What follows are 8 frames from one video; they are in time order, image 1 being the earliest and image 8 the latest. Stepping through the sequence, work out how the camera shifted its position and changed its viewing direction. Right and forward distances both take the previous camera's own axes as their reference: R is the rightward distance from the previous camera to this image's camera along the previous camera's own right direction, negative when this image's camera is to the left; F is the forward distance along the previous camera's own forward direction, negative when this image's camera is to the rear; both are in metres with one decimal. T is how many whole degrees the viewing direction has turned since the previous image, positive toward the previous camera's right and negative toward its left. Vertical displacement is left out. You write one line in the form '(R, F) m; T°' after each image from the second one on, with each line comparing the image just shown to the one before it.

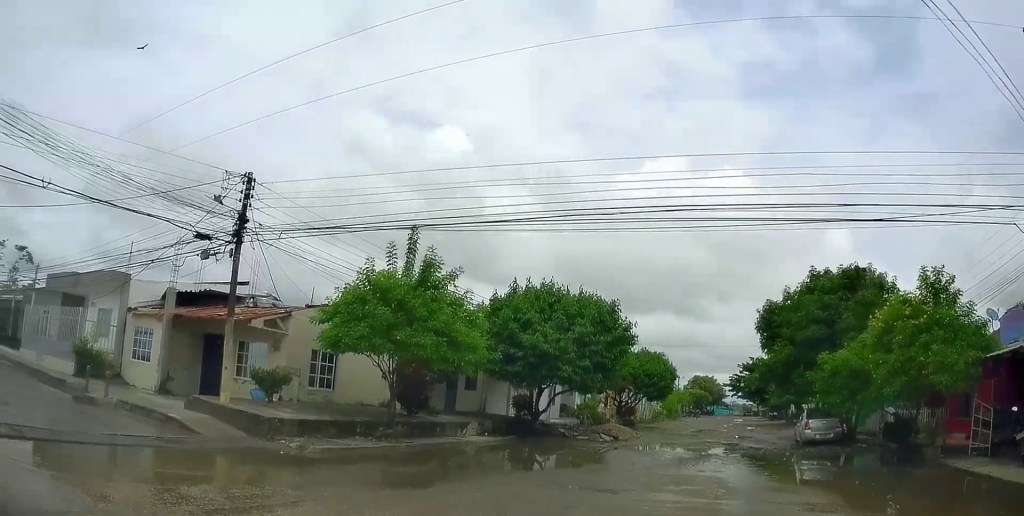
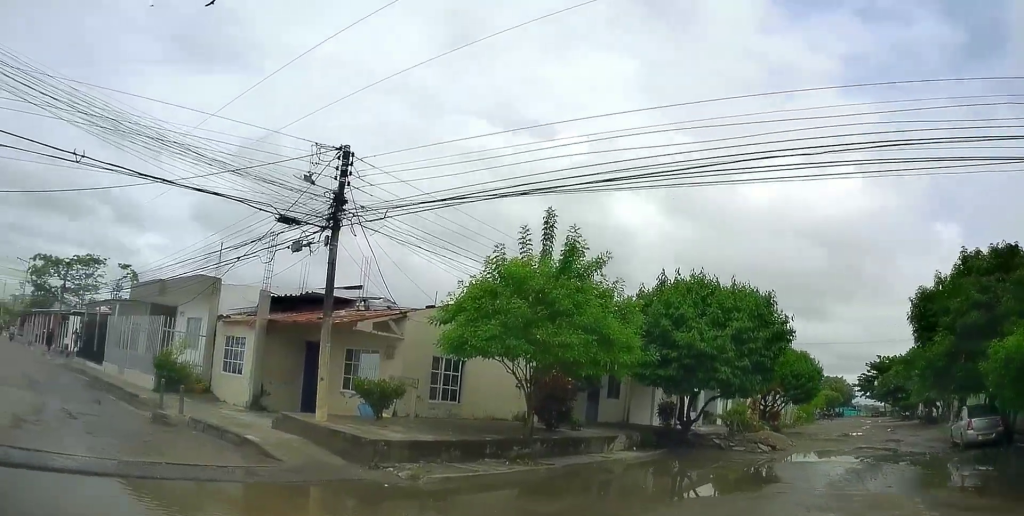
(-0.2, +3.0) m; -15°
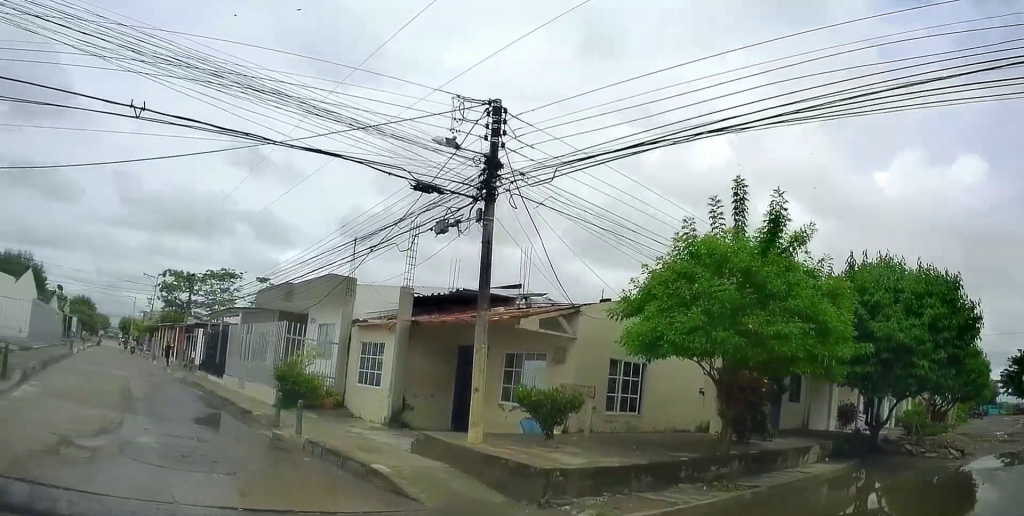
(-0.6, +2.6) m; -17°
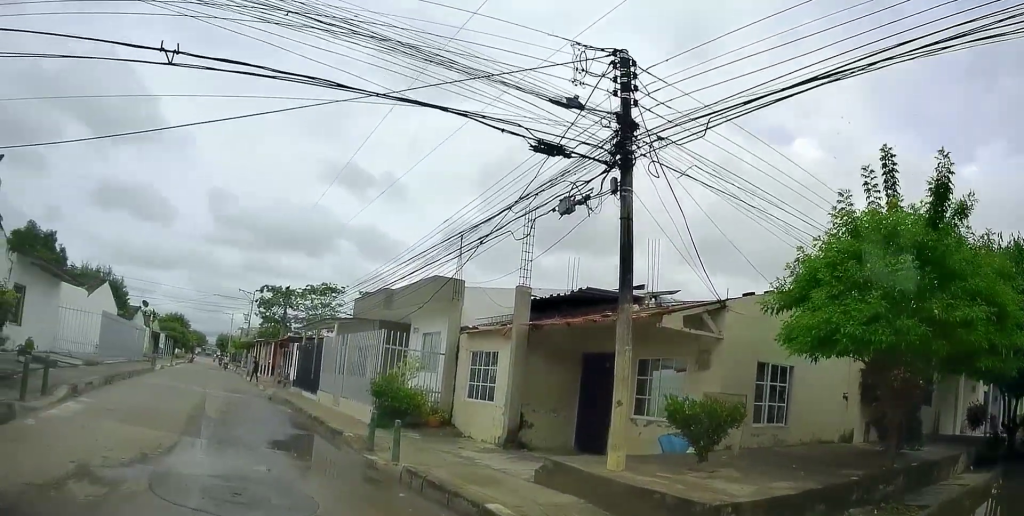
(-0.2, +2.0) m; -10°
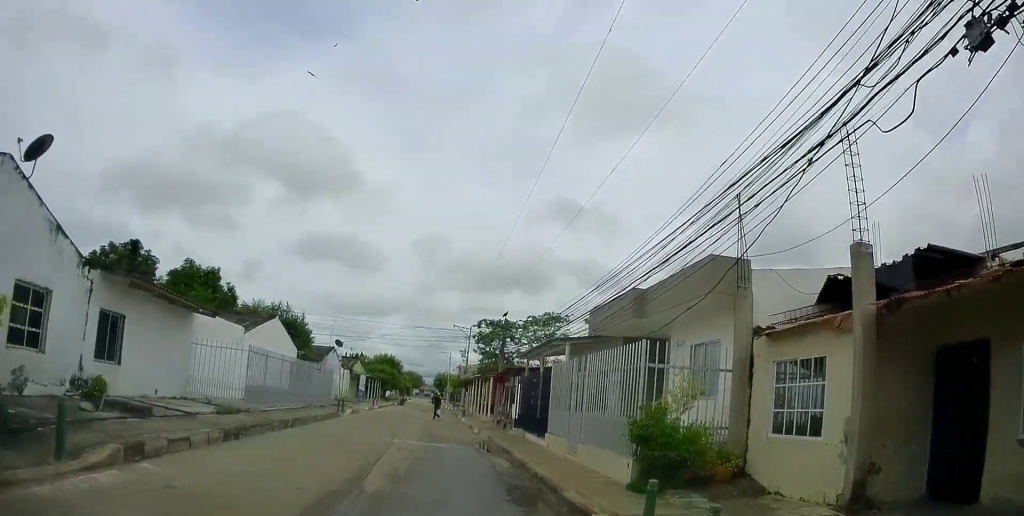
(-1.0, +5.3) m; -25°
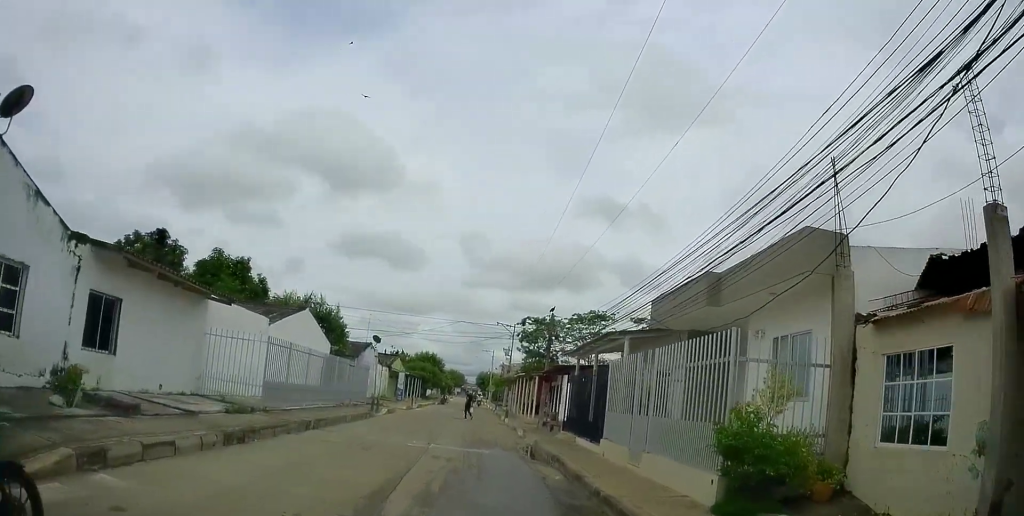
(-0.3, +1.7) m; -5°
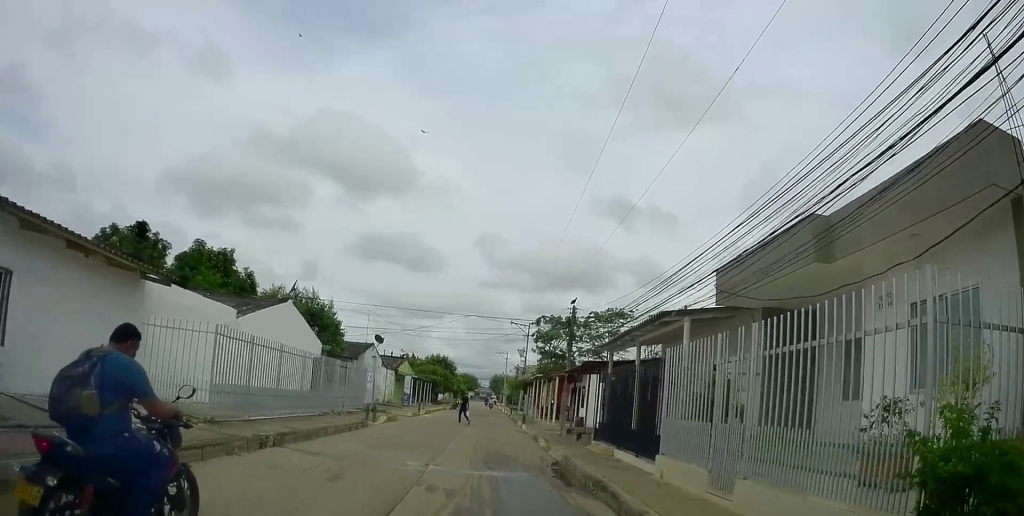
(-0.2, +3.1) m; -3°
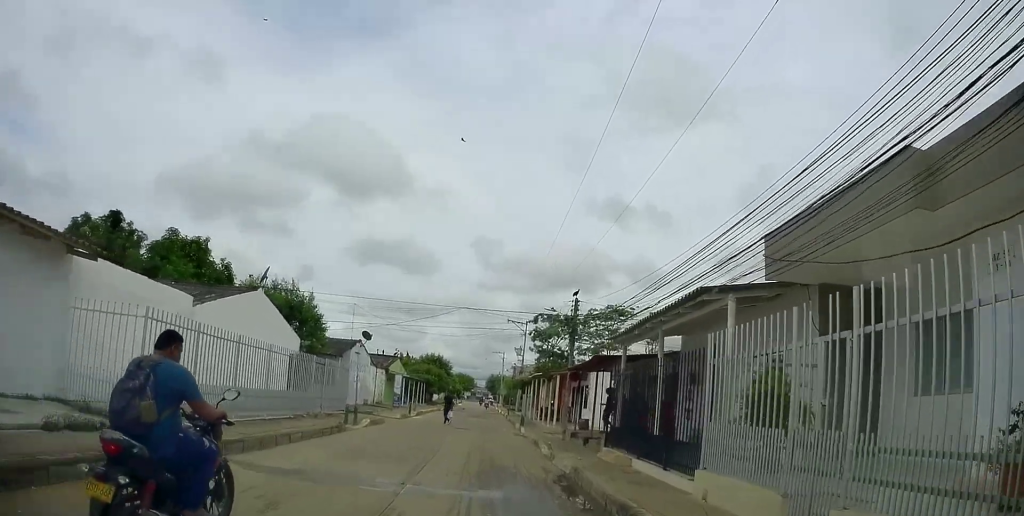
(0.0, +1.7) m; 0°
